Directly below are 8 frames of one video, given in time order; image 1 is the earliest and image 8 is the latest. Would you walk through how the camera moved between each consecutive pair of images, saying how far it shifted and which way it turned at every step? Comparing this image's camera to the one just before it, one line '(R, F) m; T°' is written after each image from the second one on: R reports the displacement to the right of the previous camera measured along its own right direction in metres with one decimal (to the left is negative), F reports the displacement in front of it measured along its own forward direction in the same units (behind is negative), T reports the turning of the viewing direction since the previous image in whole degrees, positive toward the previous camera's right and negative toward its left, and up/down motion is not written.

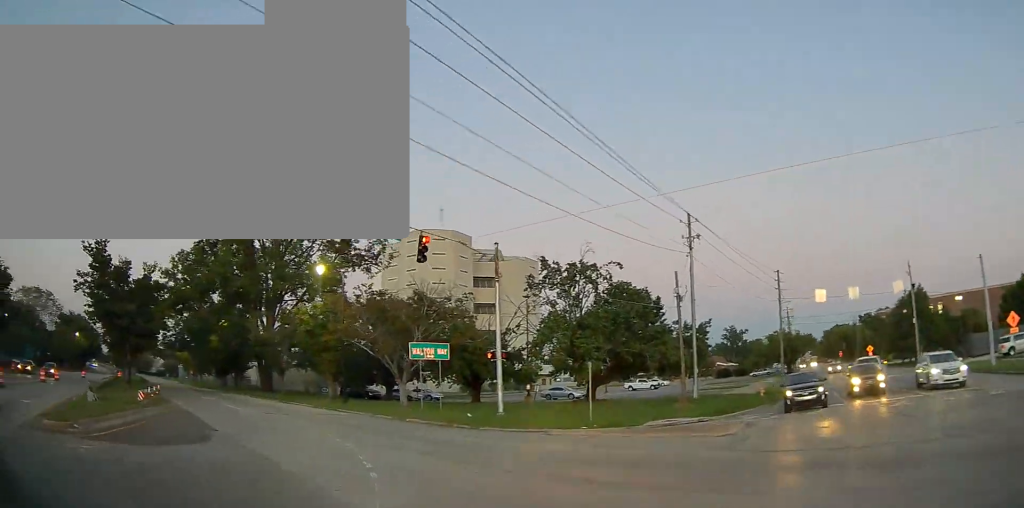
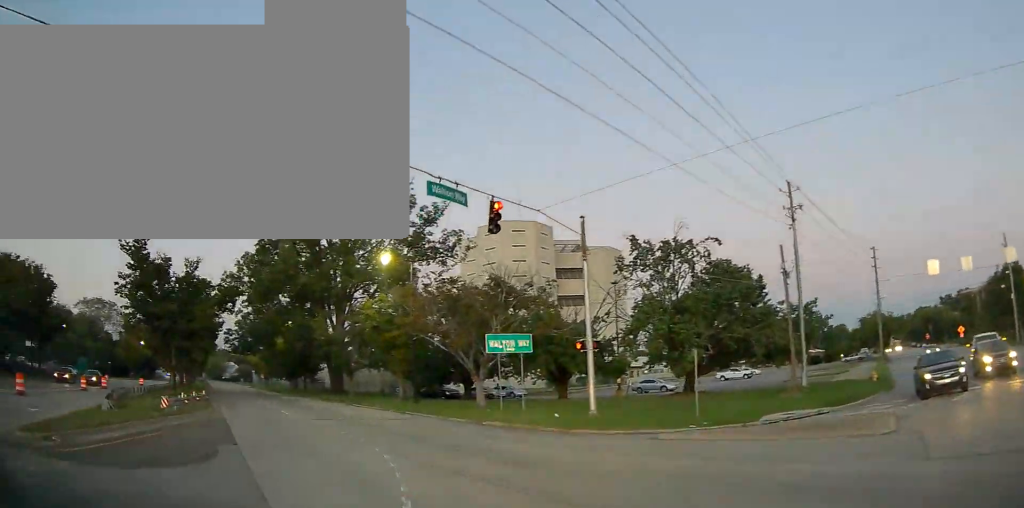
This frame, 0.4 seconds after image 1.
(+0.2, +3.3) m; -8°
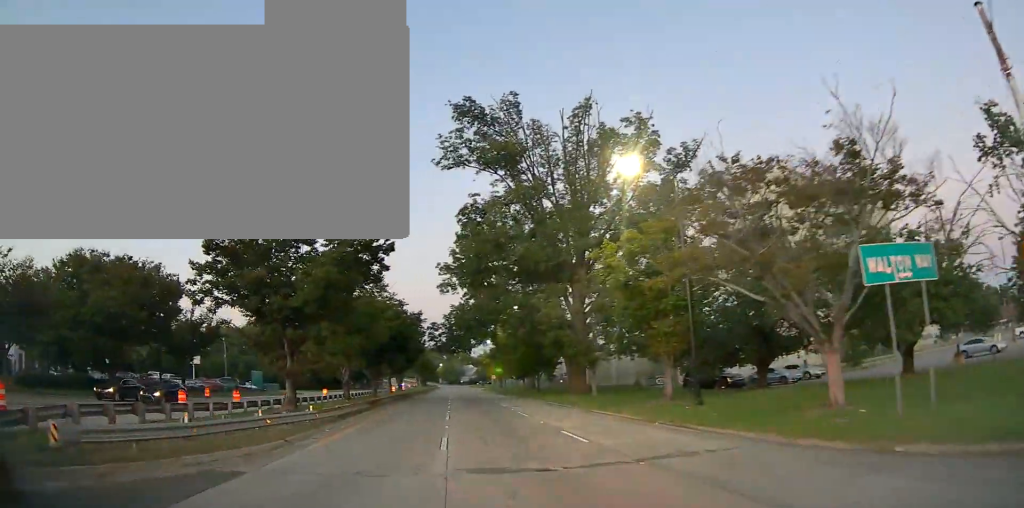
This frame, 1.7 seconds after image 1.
(-3.4, +13.6) m; -20°
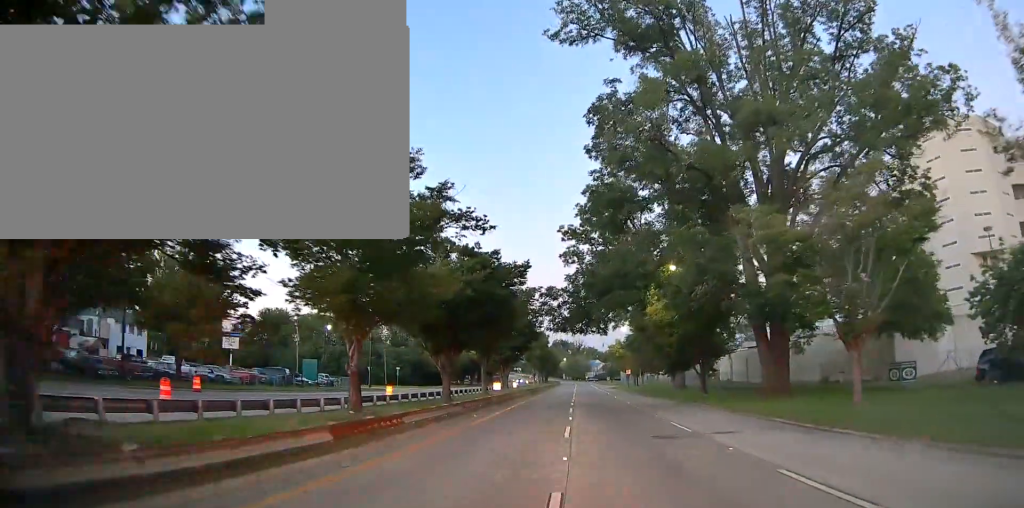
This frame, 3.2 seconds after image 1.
(-2.3, +18.8) m; -12°
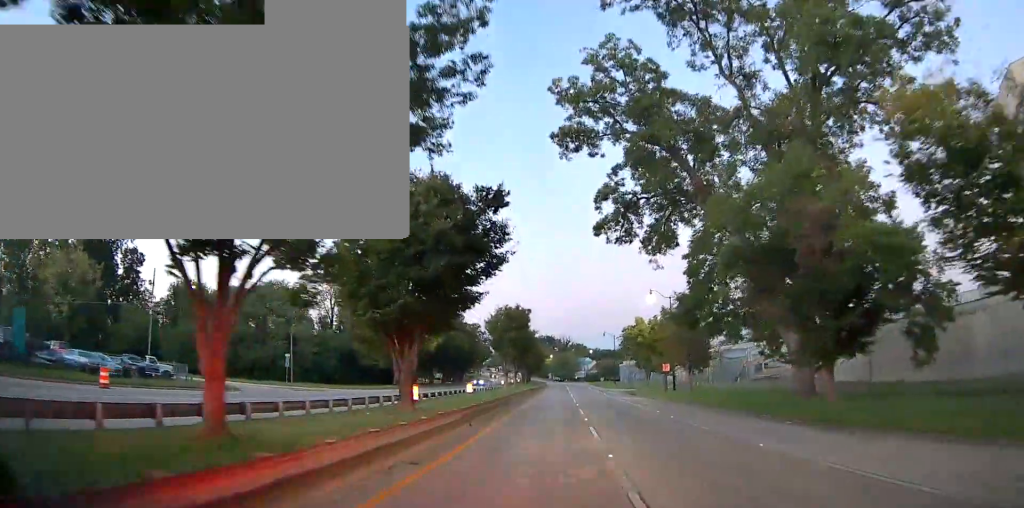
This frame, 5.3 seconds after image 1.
(-1.1, +35.2) m; -1°
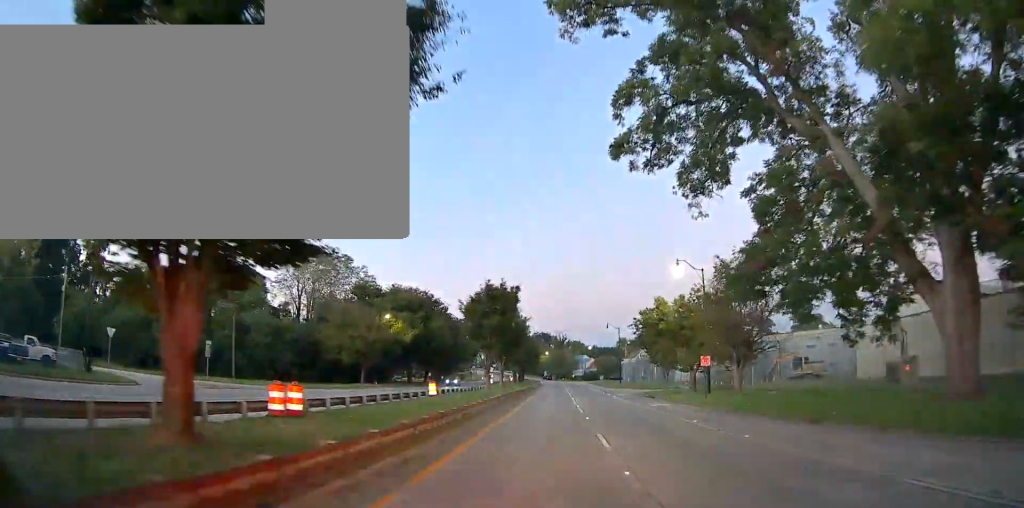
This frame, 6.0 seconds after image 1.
(+0.2, +14.2) m; +1°
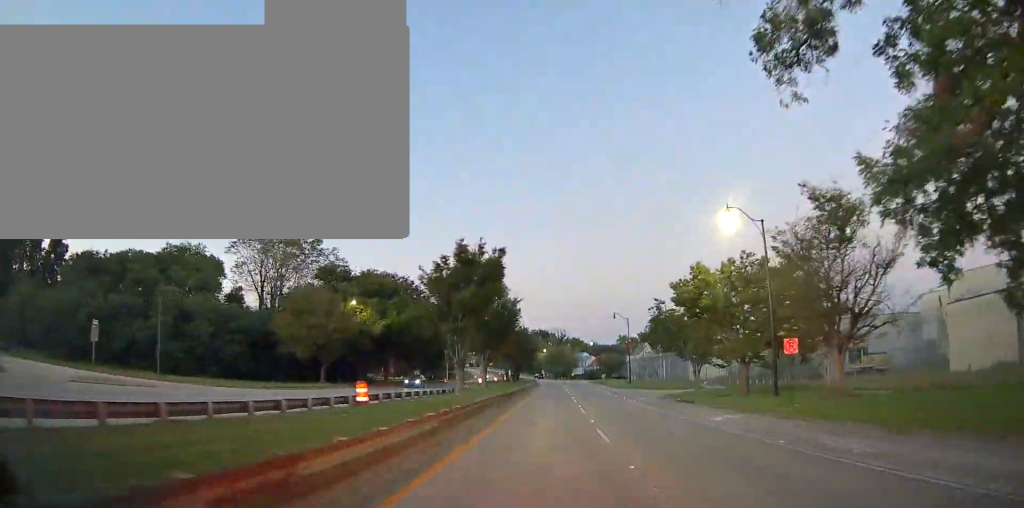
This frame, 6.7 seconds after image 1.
(+0.1, +13.3) m; +1°
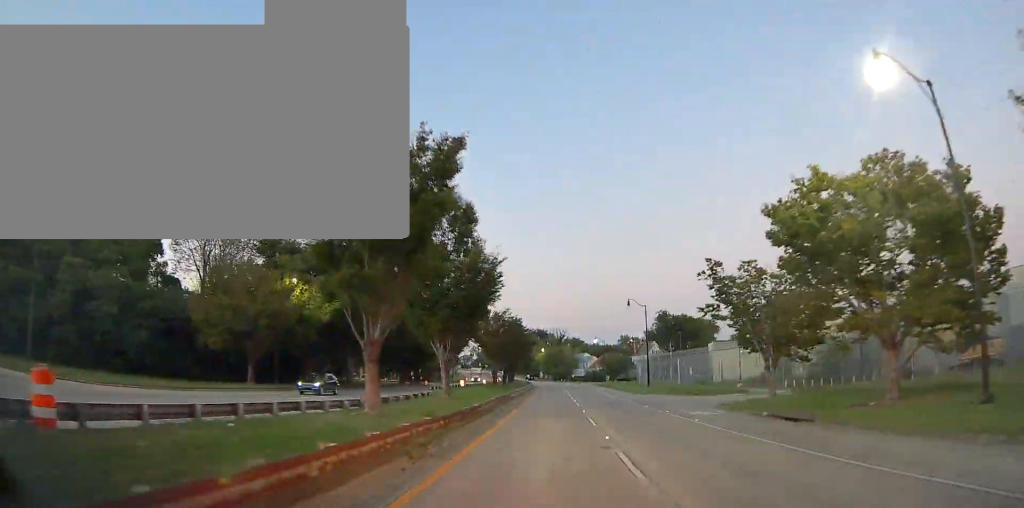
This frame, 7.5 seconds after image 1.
(+0.1, +15.9) m; +1°
